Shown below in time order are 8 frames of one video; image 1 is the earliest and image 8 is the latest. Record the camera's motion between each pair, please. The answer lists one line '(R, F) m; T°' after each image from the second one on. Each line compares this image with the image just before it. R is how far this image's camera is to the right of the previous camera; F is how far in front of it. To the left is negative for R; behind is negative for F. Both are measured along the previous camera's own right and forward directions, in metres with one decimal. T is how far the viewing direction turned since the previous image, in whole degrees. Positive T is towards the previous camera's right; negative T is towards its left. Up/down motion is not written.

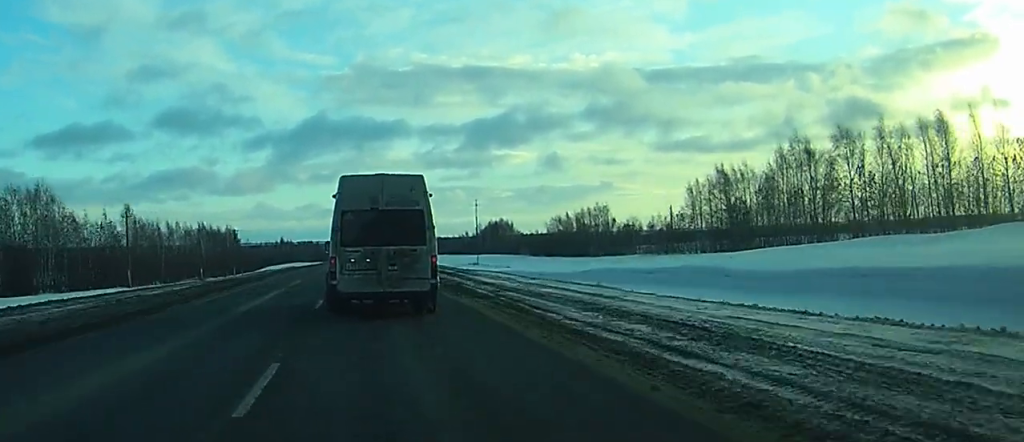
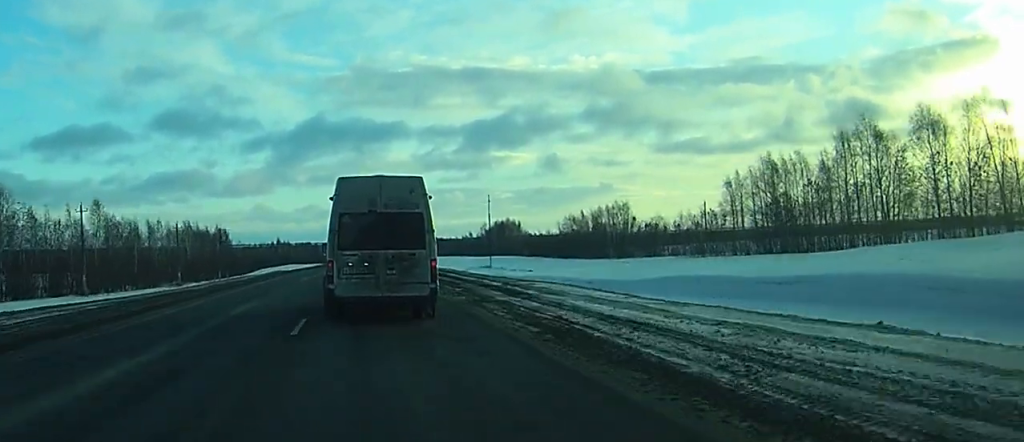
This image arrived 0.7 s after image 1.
(+0.1, +17.3) m; 0°
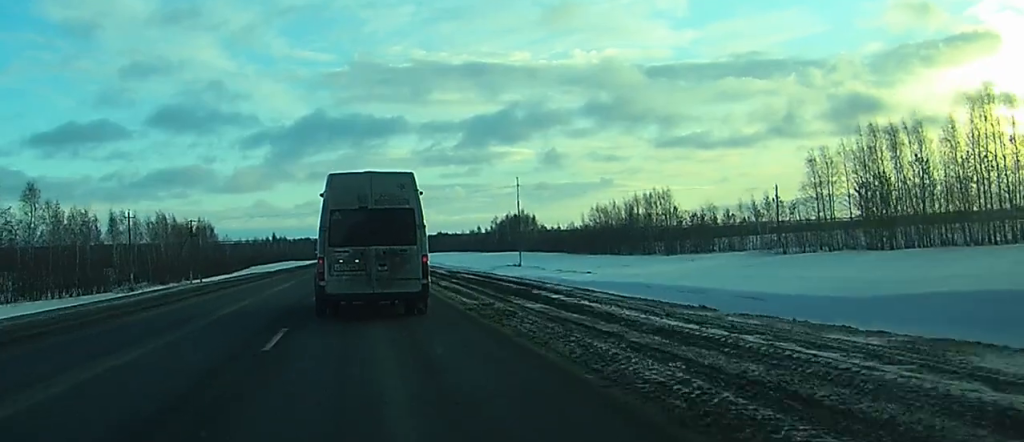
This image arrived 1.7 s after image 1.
(0.0, +27.3) m; 0°
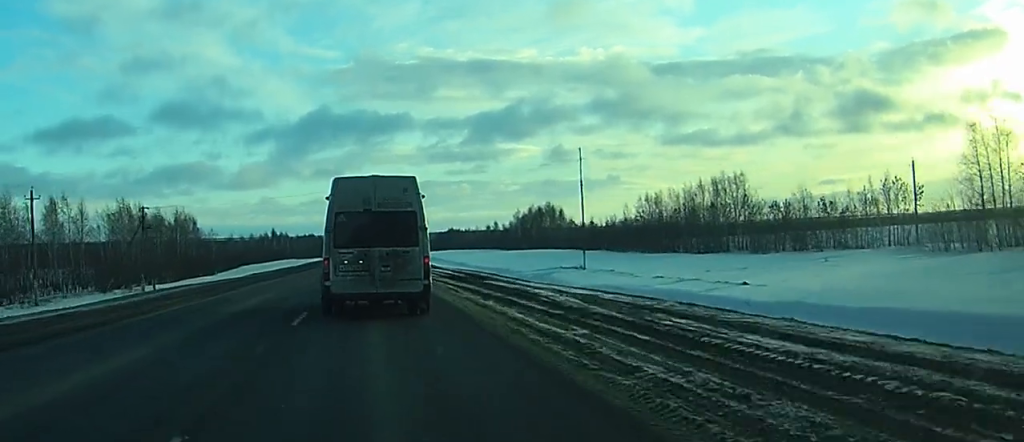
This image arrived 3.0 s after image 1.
(-0.1, +32.5) m; 0°
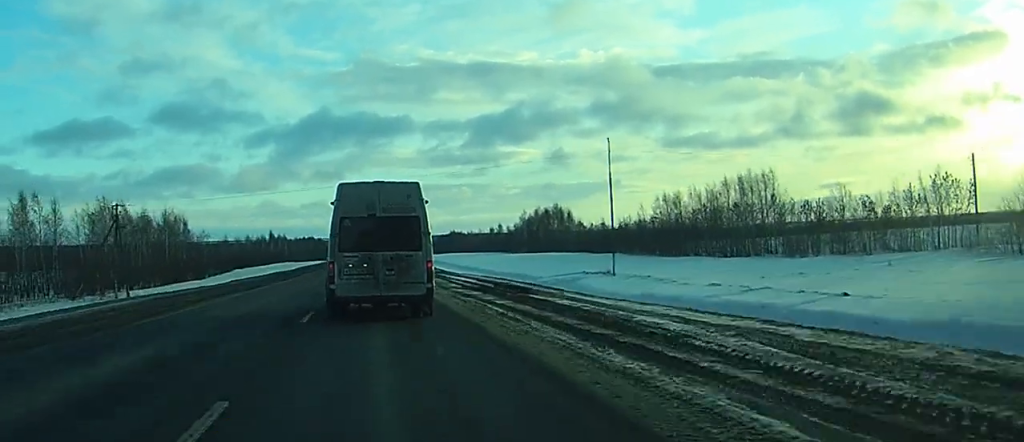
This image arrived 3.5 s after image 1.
(0.0, +10.7) m; 0°
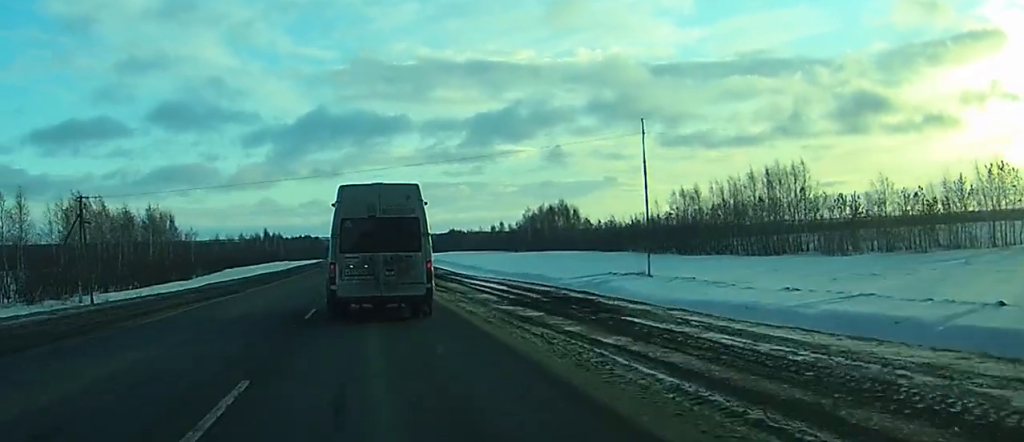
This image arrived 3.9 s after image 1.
(0.0, +10.7) m; 0°
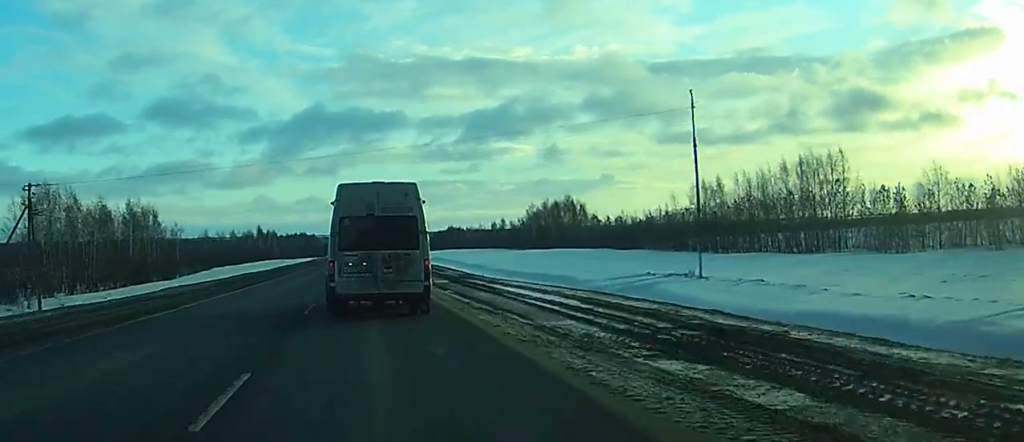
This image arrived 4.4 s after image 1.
(0.0, +11.5) m; 0°
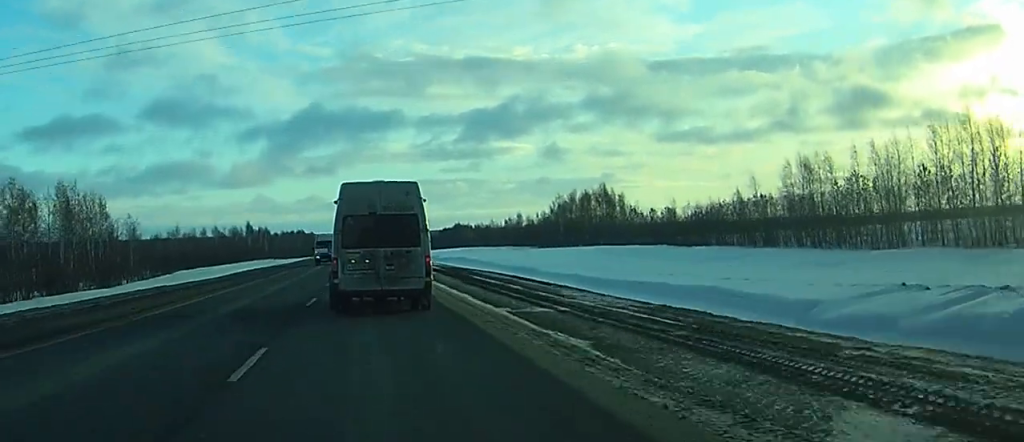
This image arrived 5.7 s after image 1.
(0.0, +33.6) m; 0°
